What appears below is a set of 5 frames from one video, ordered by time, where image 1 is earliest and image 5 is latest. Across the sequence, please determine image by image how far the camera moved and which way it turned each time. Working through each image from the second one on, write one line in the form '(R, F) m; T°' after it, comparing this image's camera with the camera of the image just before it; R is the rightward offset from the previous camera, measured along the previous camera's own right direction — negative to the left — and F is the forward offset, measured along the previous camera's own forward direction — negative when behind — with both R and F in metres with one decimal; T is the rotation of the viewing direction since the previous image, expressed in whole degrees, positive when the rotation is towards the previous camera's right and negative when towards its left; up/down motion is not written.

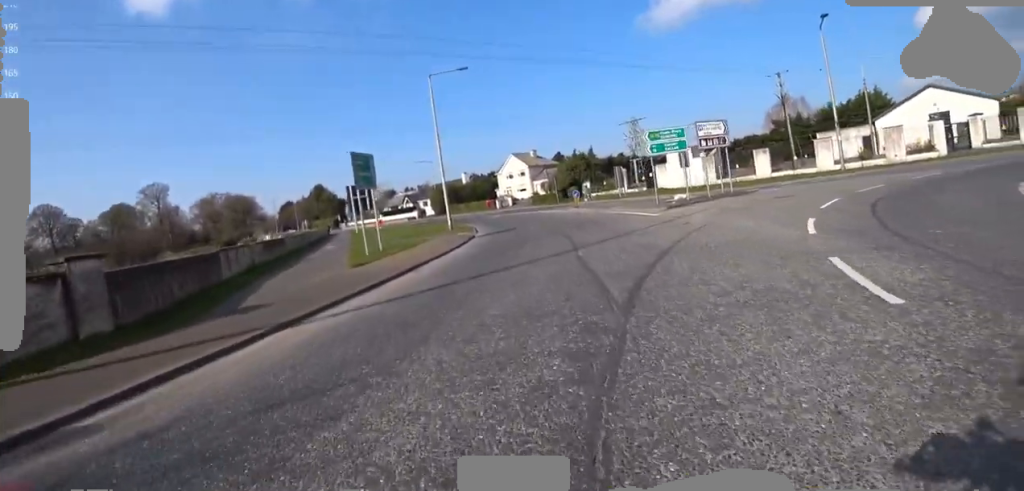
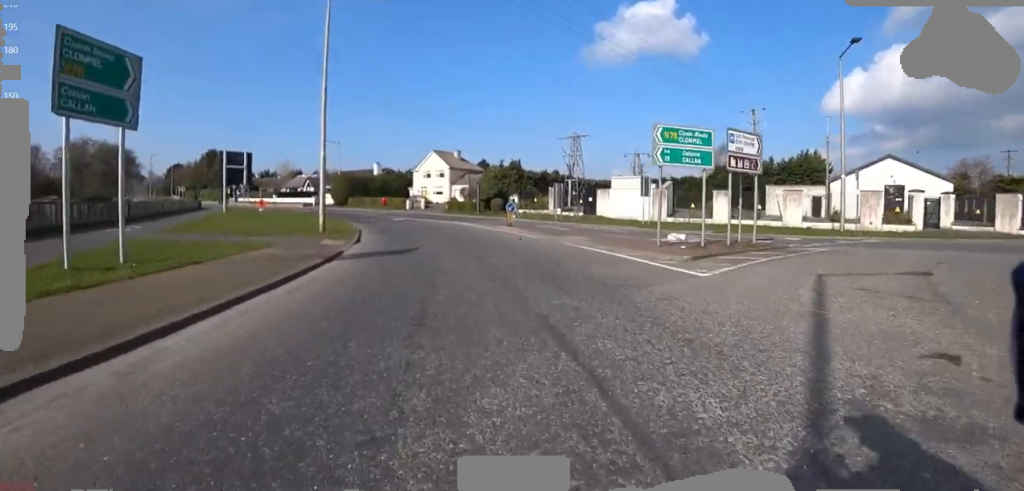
(-0.4, +8.4) m; -17°
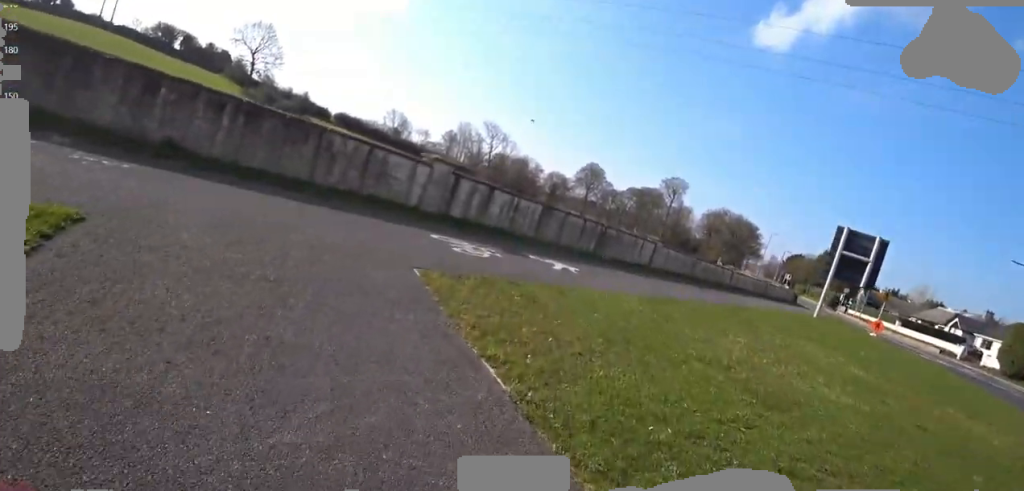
(-6.4, +14.0) m; -34°
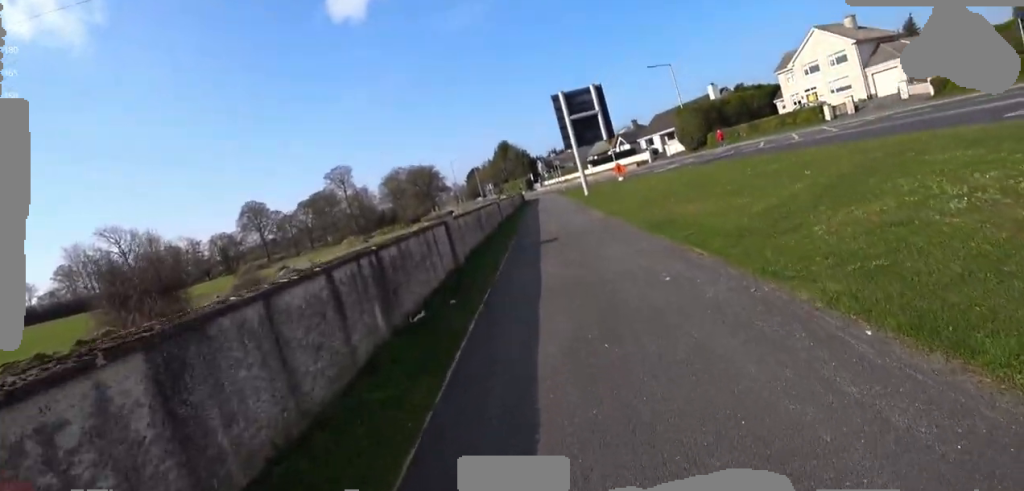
(+2.3, +8.0) m; +31°
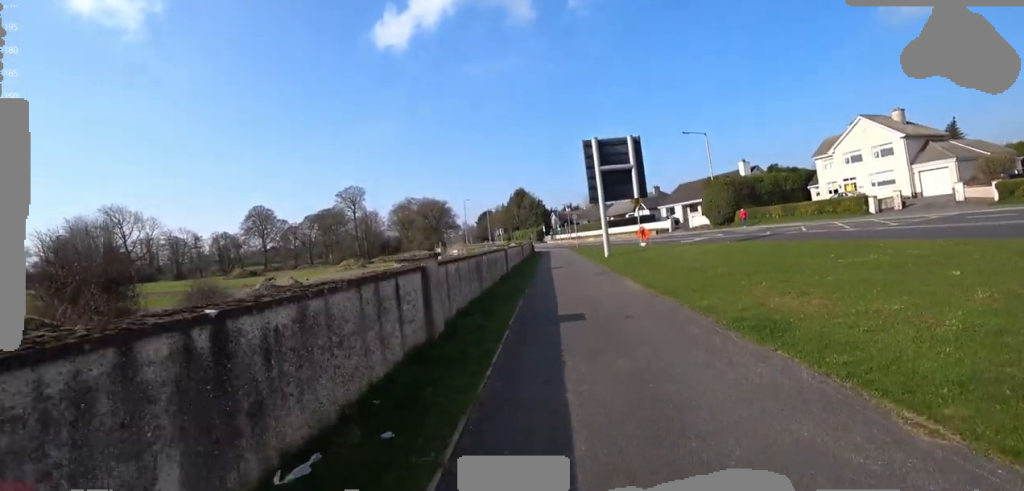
(+0.5, +2.8) m; +1°
